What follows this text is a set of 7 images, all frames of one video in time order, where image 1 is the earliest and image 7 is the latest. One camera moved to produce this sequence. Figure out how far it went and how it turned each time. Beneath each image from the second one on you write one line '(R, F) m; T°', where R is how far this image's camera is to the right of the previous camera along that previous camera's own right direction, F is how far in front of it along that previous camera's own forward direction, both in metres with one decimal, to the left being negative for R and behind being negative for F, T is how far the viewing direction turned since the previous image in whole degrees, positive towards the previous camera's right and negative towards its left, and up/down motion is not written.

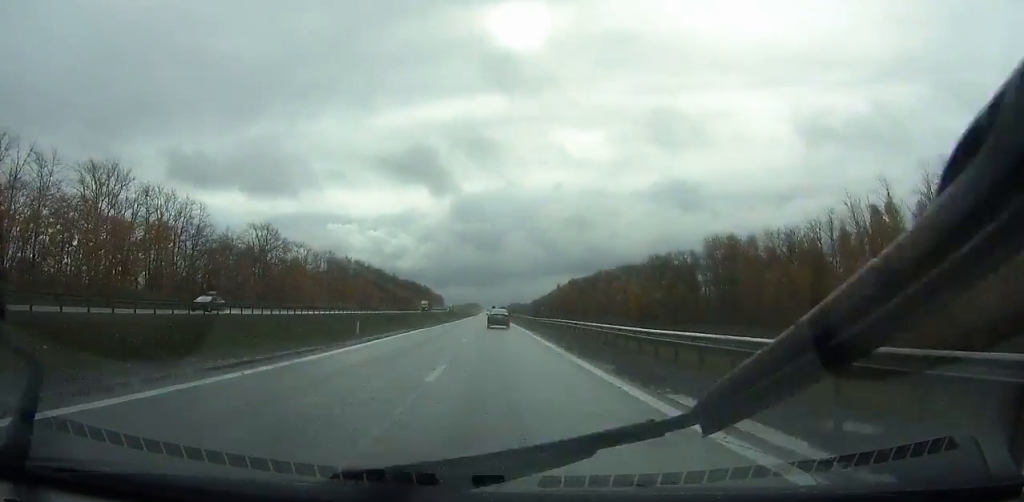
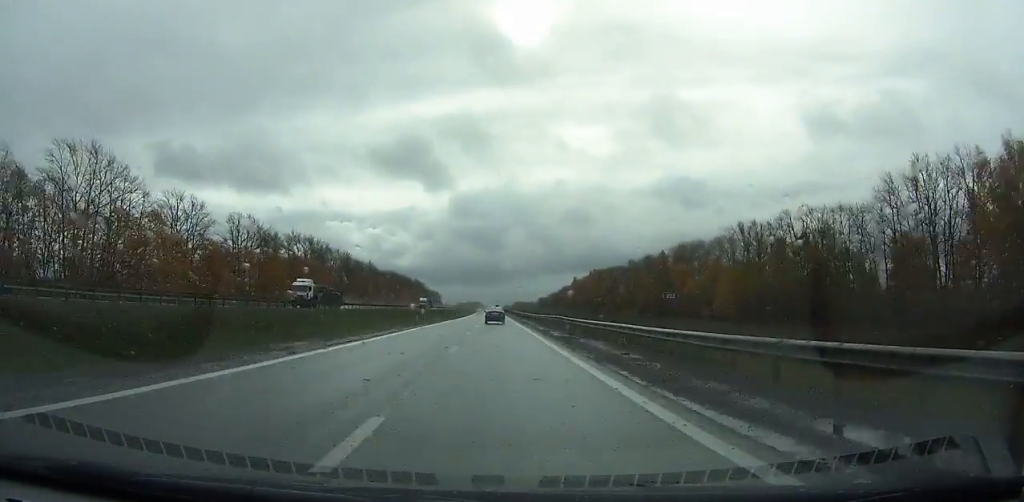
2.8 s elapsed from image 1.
(-0.5, +77.2) m; 0°
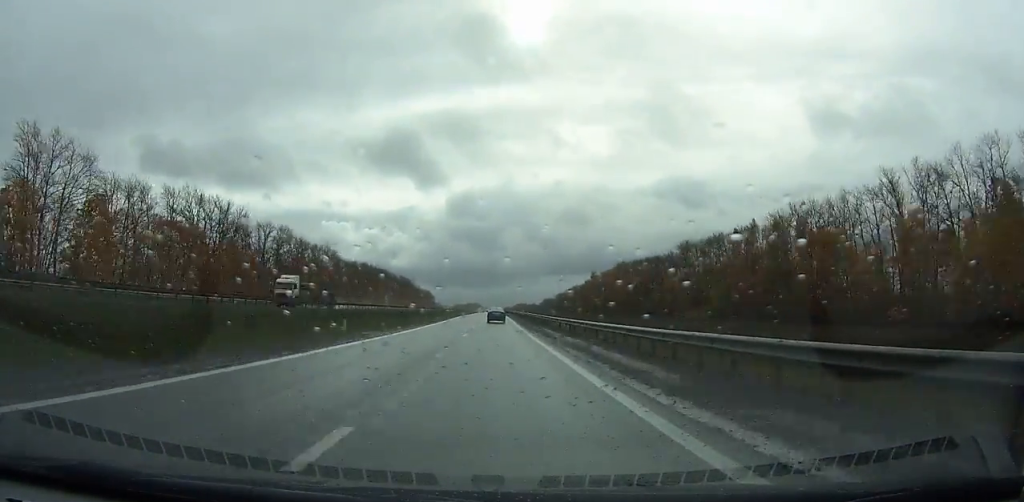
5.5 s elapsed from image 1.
(-0.3, +73.4) m; 0°
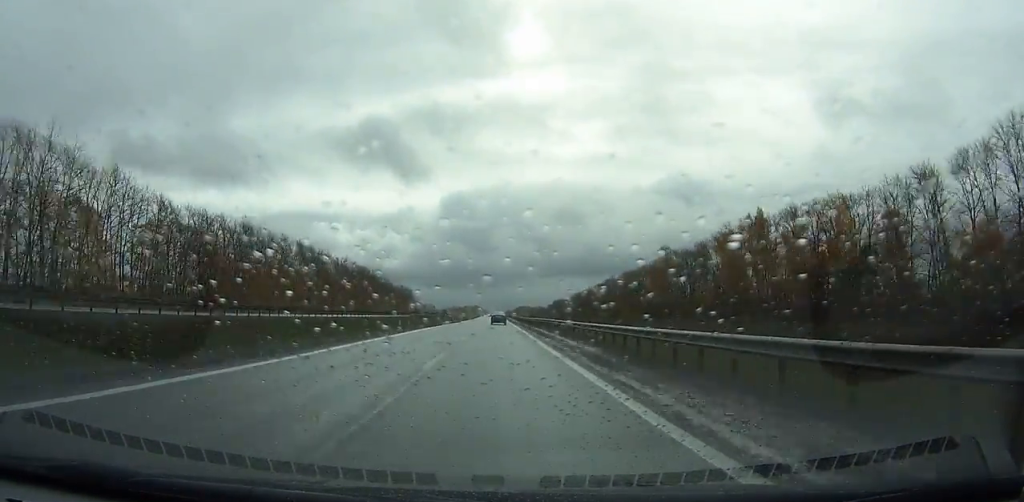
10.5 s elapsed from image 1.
(-0.1, +132.8) m; 0°
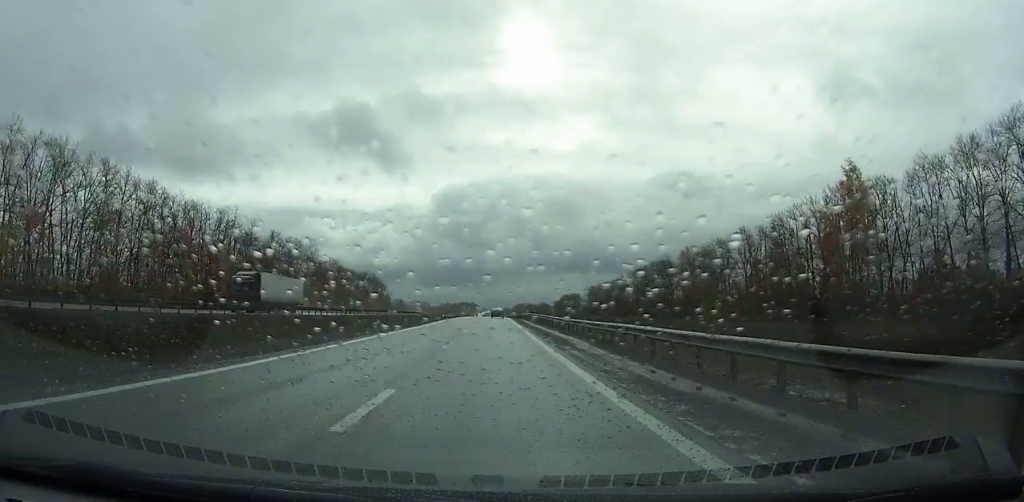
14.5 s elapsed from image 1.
(+0.4, +103.8) m; 0°
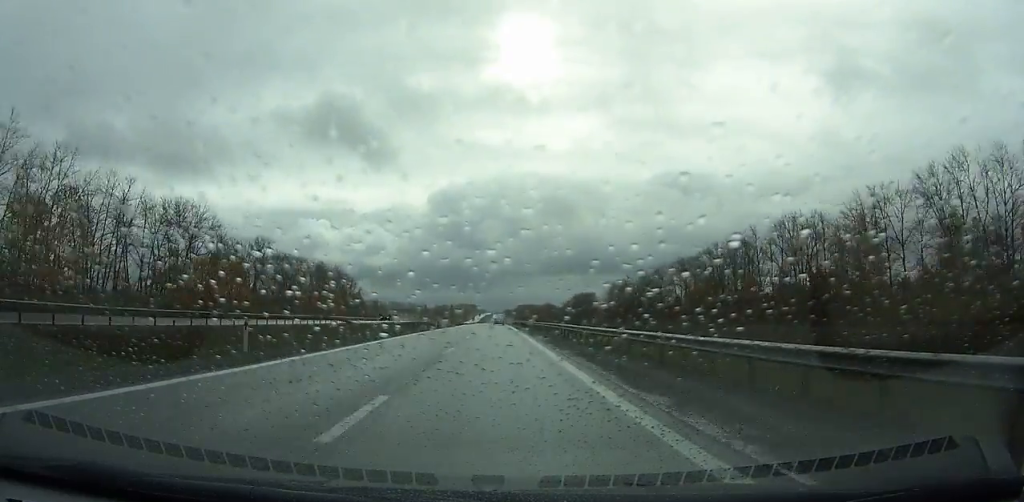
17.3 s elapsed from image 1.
(+0.1, +72.5) m; 0°
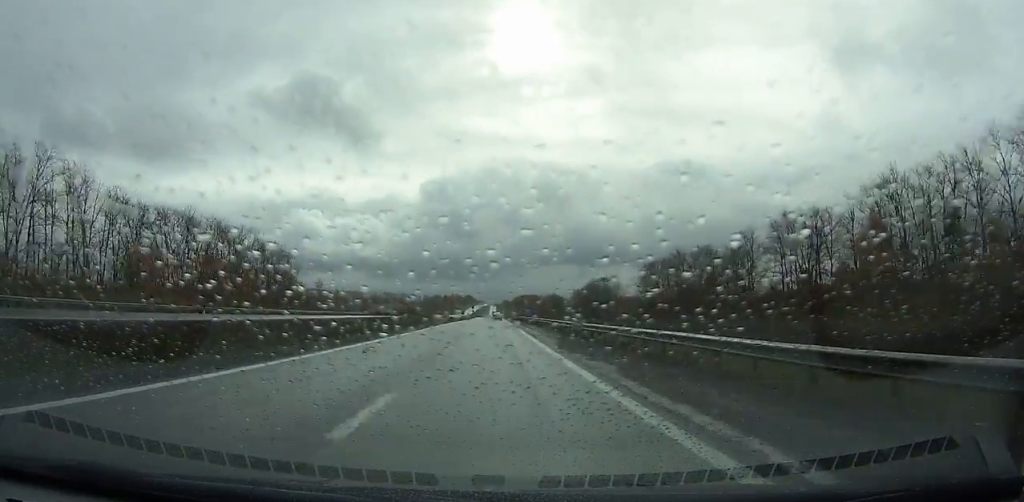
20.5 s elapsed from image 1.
(-0.1, +83.3) m; 0°
